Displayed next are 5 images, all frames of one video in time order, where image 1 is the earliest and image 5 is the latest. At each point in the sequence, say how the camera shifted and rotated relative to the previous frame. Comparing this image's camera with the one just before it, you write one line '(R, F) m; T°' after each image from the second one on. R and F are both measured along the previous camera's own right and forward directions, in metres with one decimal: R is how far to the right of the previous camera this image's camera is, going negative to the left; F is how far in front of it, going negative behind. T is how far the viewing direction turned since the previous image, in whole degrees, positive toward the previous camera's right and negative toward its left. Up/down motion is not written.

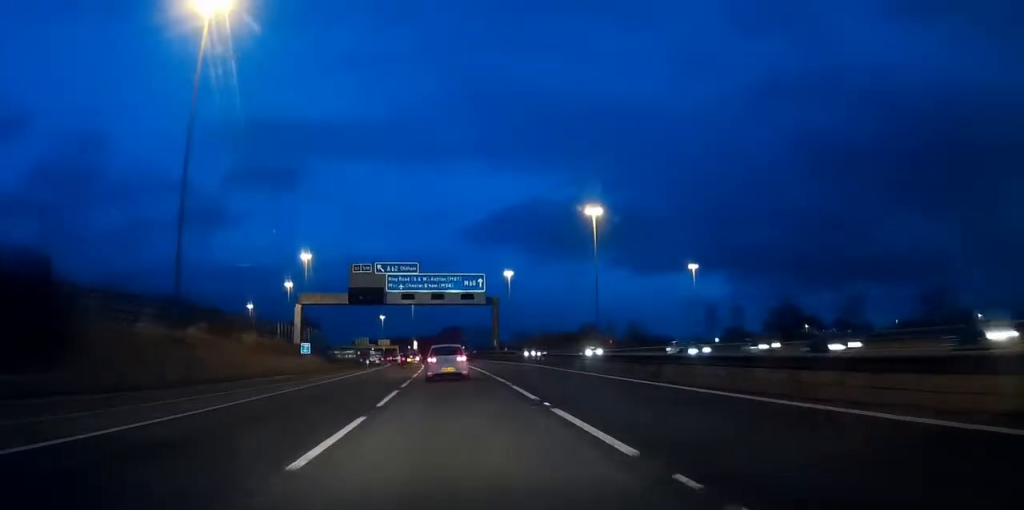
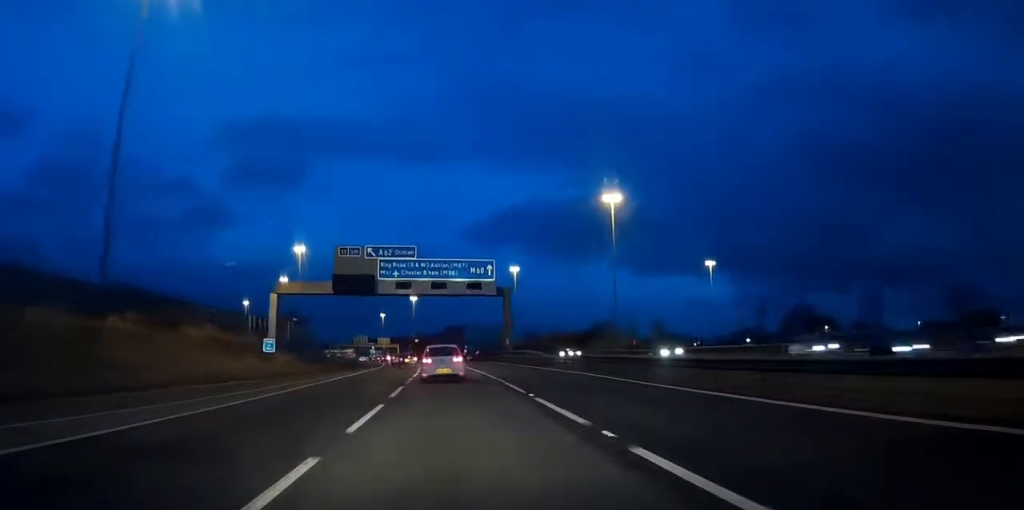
(-0.4, +15.5) m; -1°
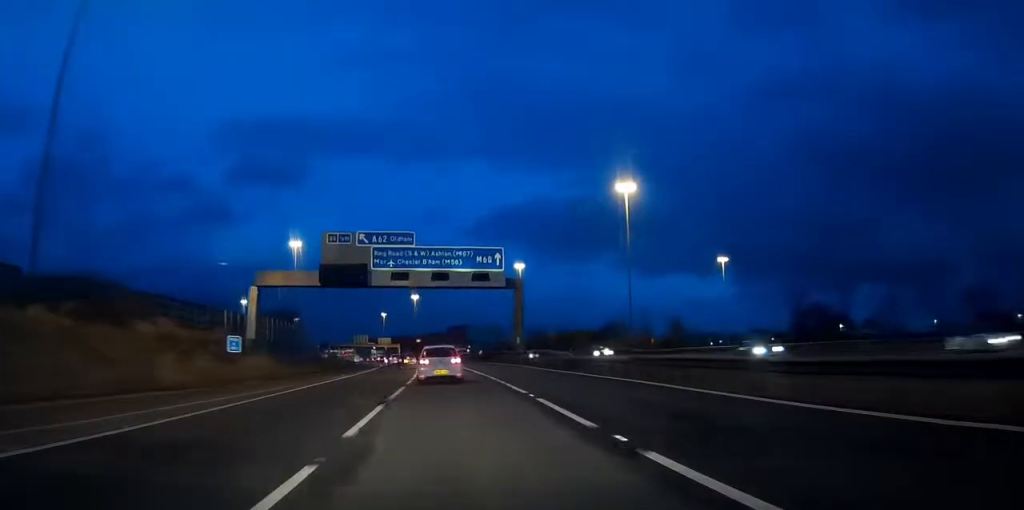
(-0.1, +9.4) m; -1°
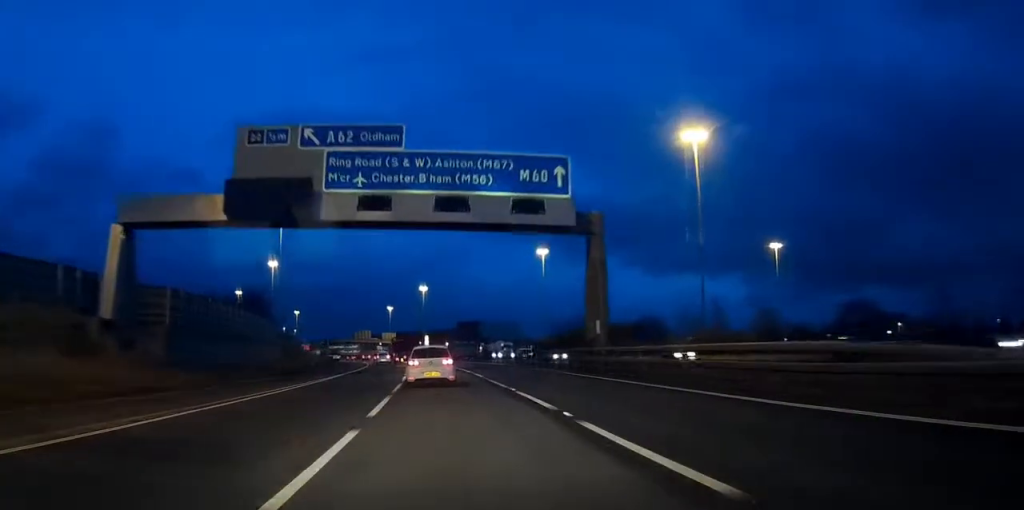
(-0.7, +33.4) m; -3°
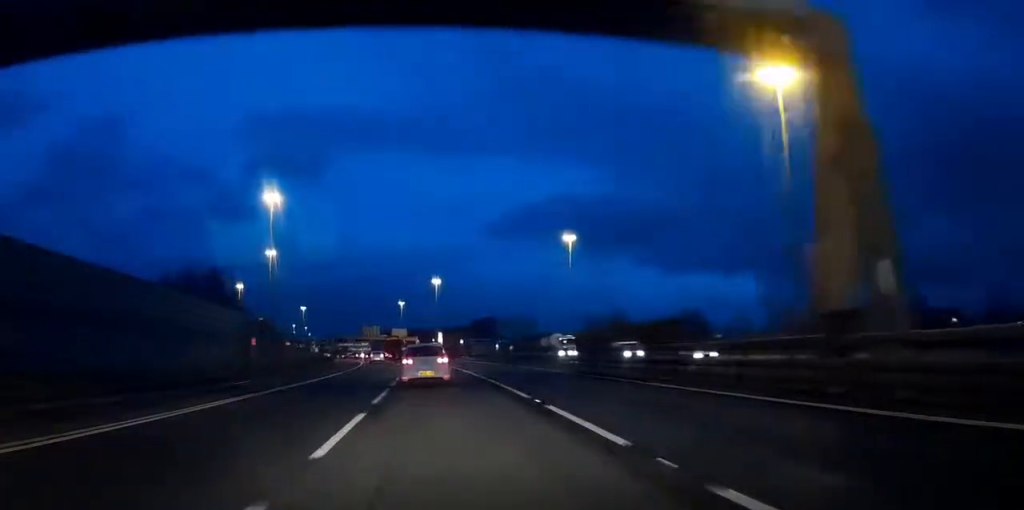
(-0.7, +24.0) m; -3°
